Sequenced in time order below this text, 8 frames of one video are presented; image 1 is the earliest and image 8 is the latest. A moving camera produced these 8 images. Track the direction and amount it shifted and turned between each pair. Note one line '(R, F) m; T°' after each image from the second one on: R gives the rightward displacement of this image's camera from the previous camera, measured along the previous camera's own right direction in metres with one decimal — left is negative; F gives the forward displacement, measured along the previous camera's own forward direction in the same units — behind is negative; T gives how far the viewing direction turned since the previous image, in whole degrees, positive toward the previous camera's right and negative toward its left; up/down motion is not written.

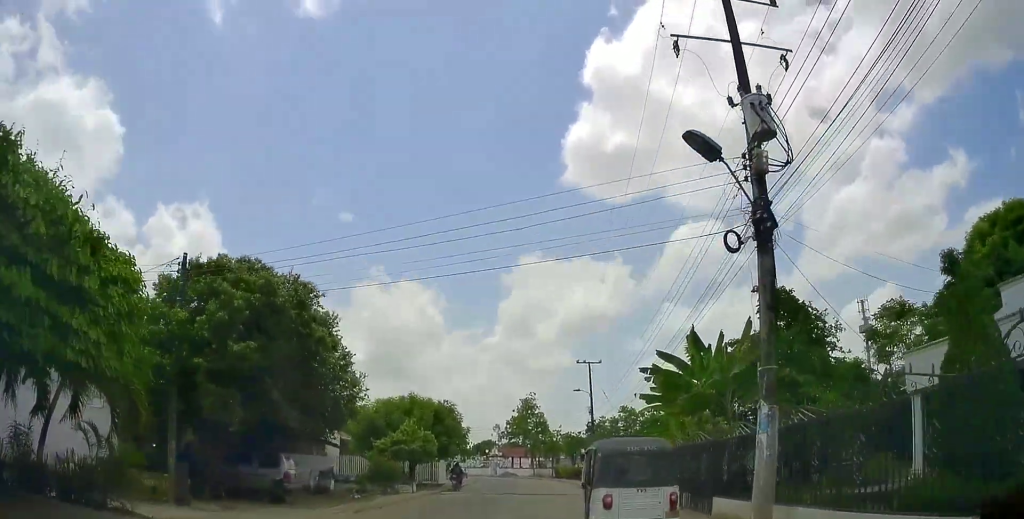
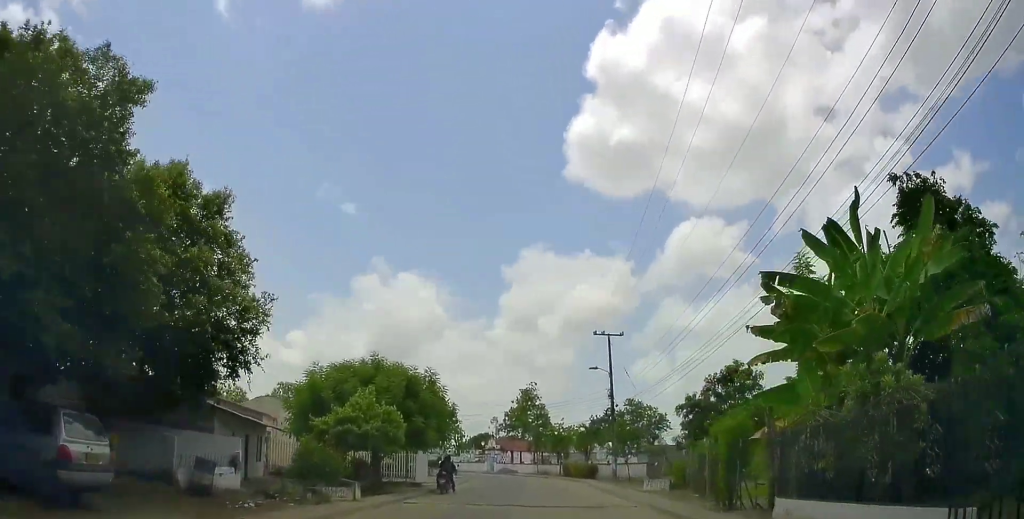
(+0.1, +9.9) m; +2°
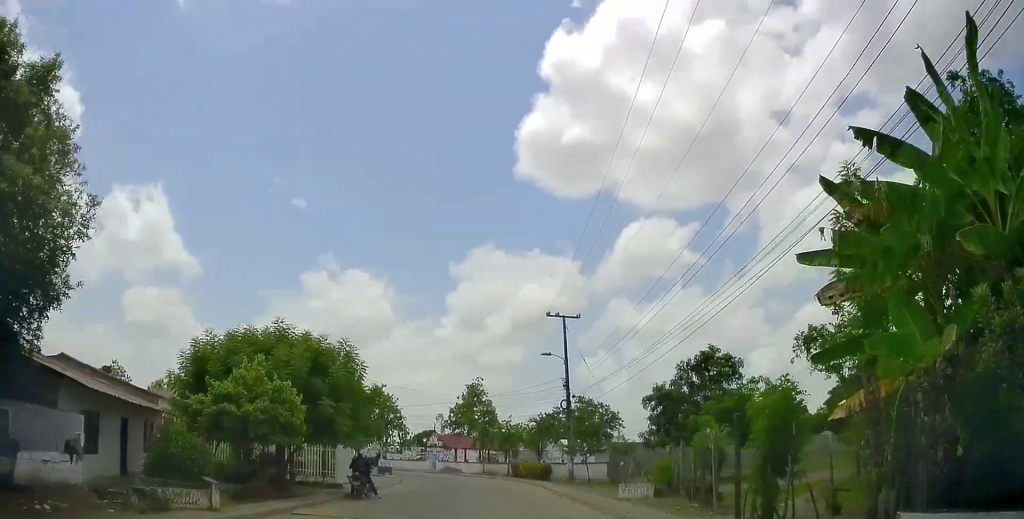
(0.0, +5.2) m; +2°
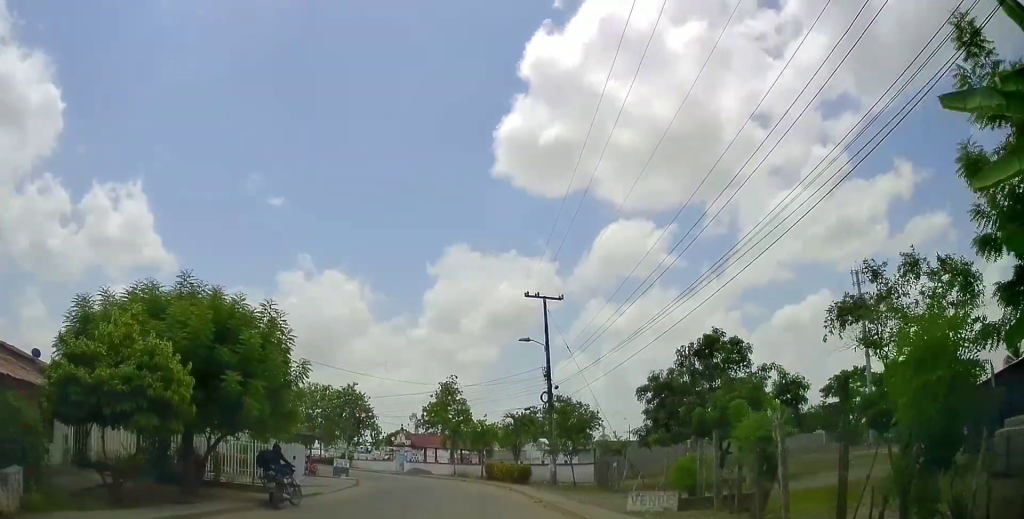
(+0.3, +4.8) m; -1°
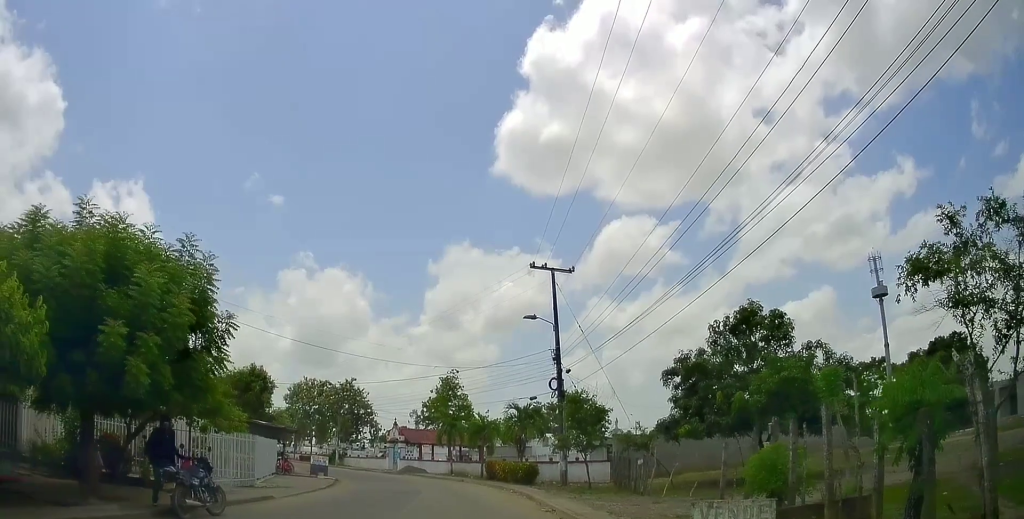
(-0.5, +5.3) m; -2°
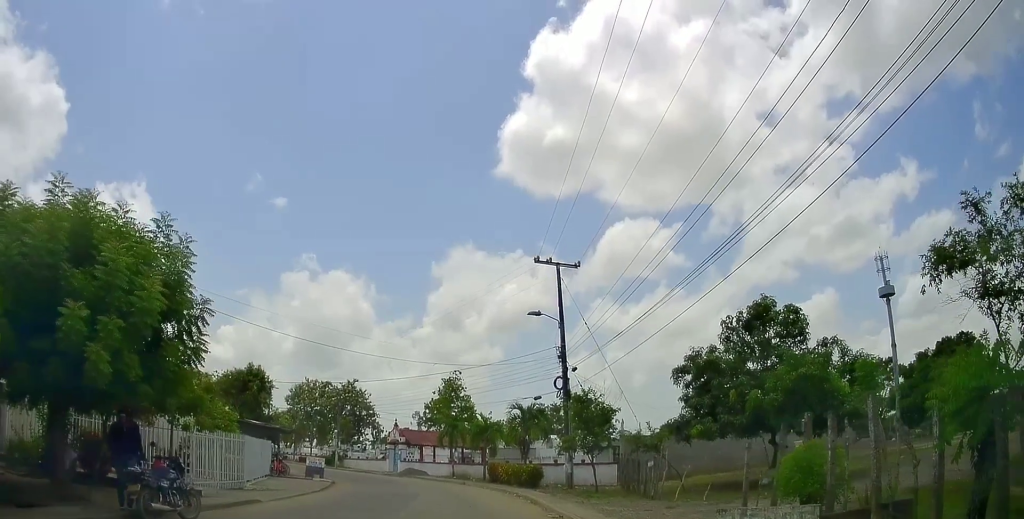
(+0.1, +1.7) m; 0°
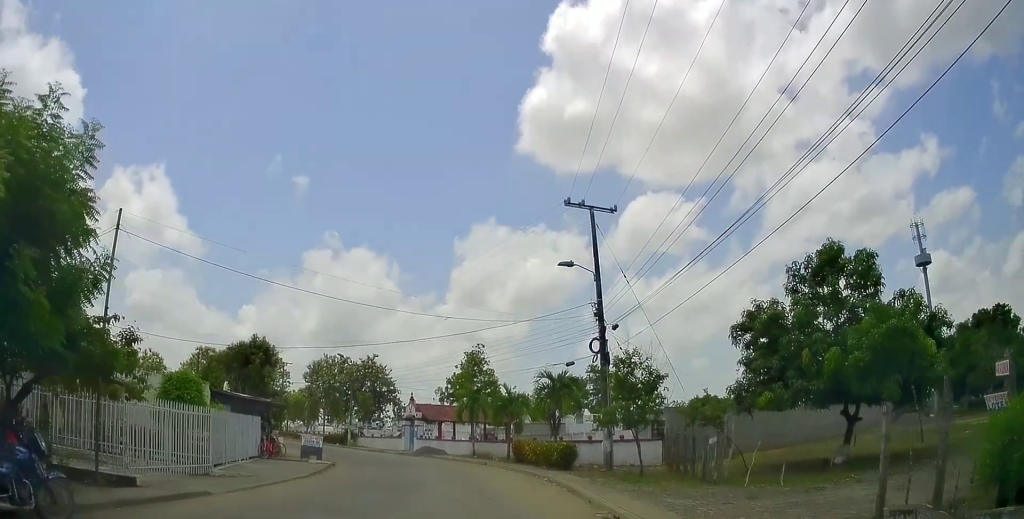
(+0.1, +4.8) m; +5°
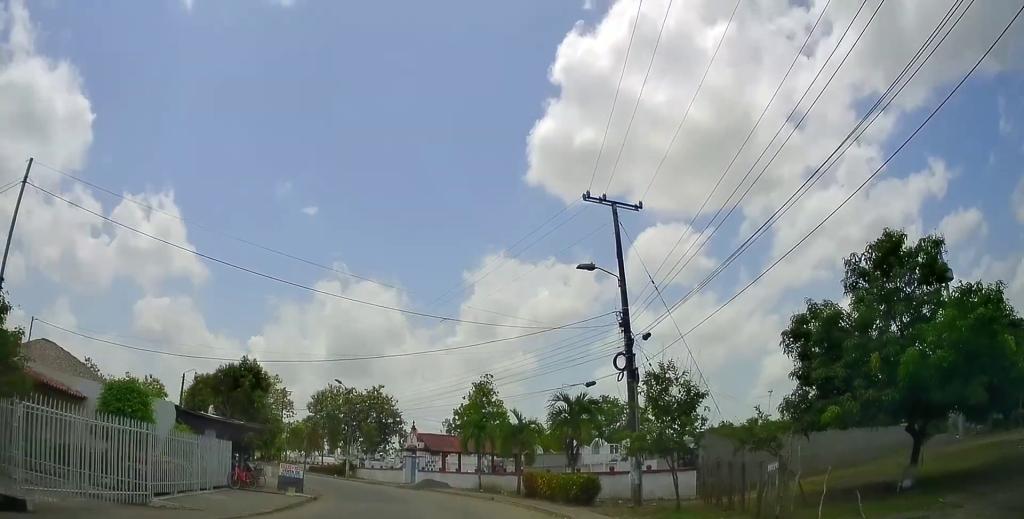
(+0.5, +3.2) m; +7°
